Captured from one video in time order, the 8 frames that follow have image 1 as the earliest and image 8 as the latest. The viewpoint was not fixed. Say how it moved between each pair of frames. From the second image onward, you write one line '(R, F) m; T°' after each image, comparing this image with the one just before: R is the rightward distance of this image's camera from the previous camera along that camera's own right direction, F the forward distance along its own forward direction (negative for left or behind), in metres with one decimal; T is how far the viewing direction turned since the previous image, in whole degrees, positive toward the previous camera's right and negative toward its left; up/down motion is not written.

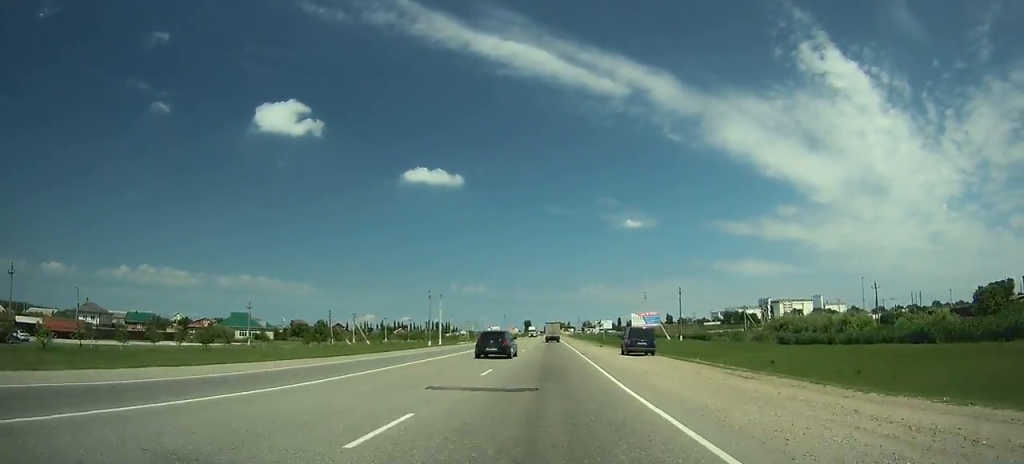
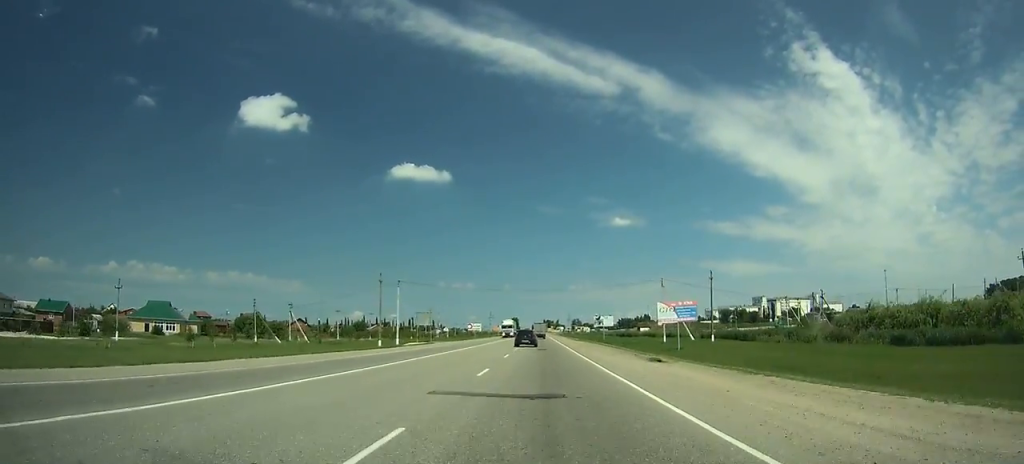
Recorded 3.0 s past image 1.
(+0.6, +36.8) m; +1°
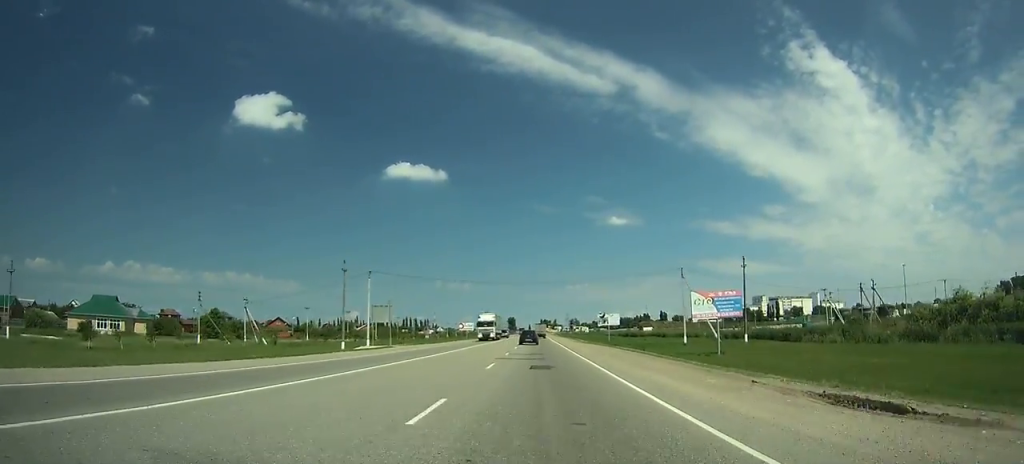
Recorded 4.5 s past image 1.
(0.0, +21.0) m; 0°
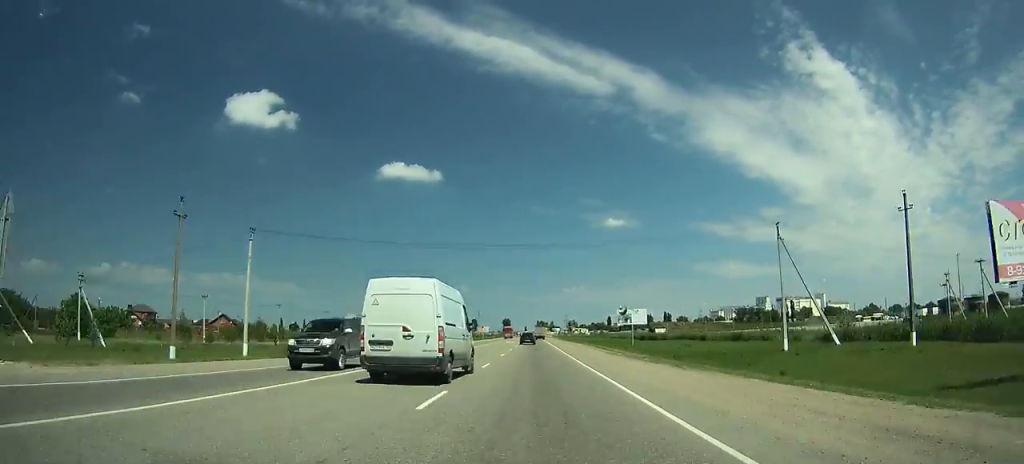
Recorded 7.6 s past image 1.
(+0.1, +46.0) m; 0°
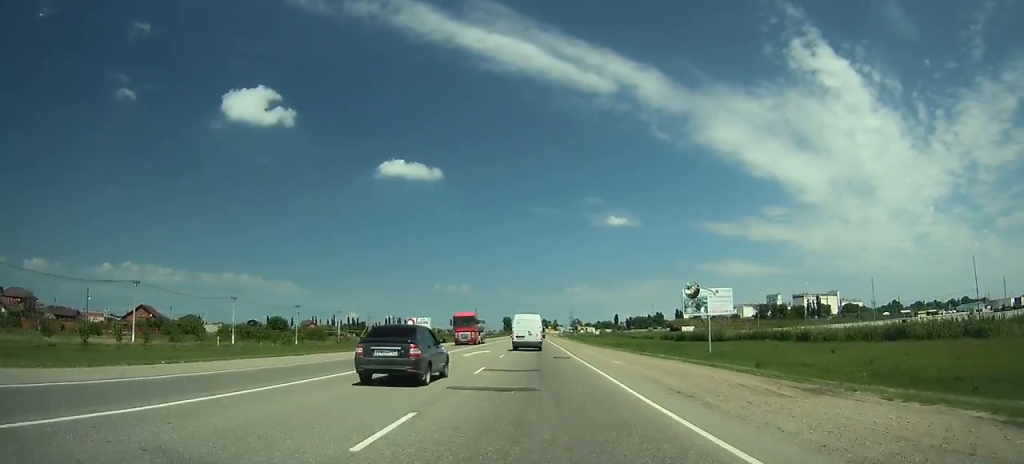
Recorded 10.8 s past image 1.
(+0.1, +51.7) m; 0°
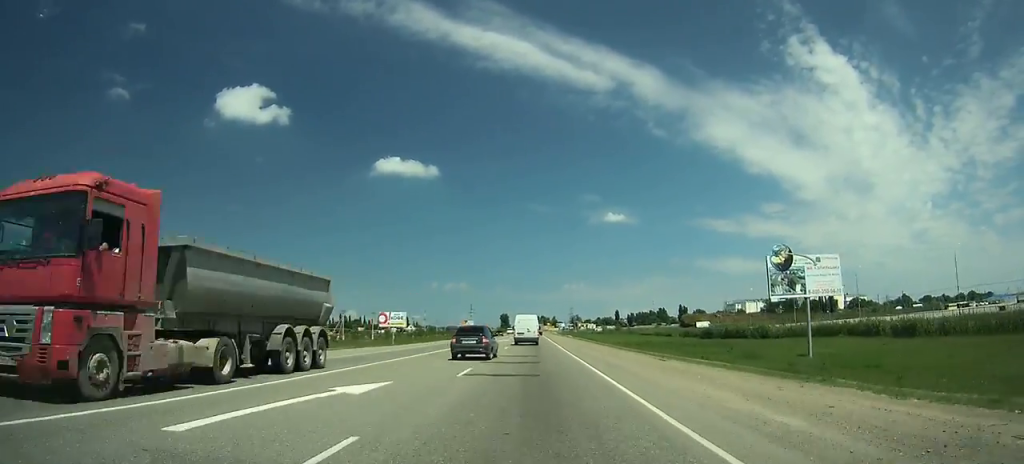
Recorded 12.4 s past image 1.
(+0.1, +26.9) m; 0°
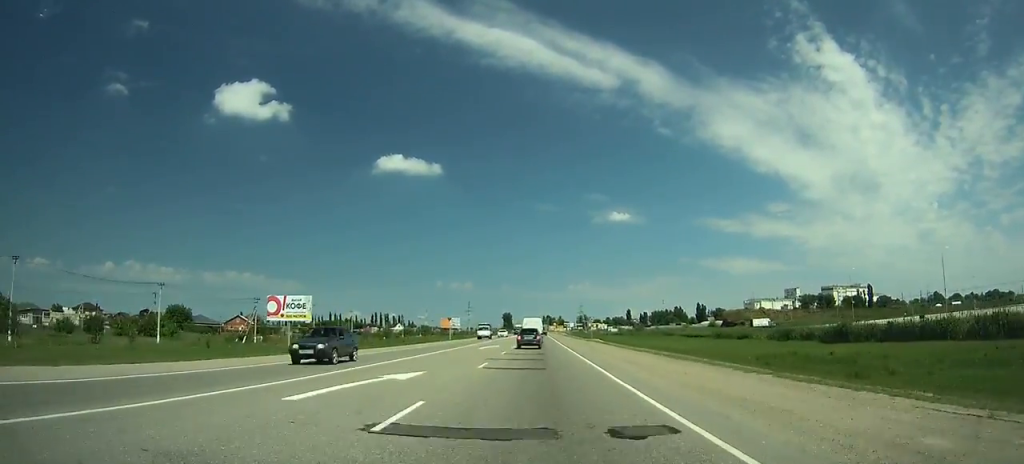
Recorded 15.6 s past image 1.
(-0.4, +56.0) m; 0°
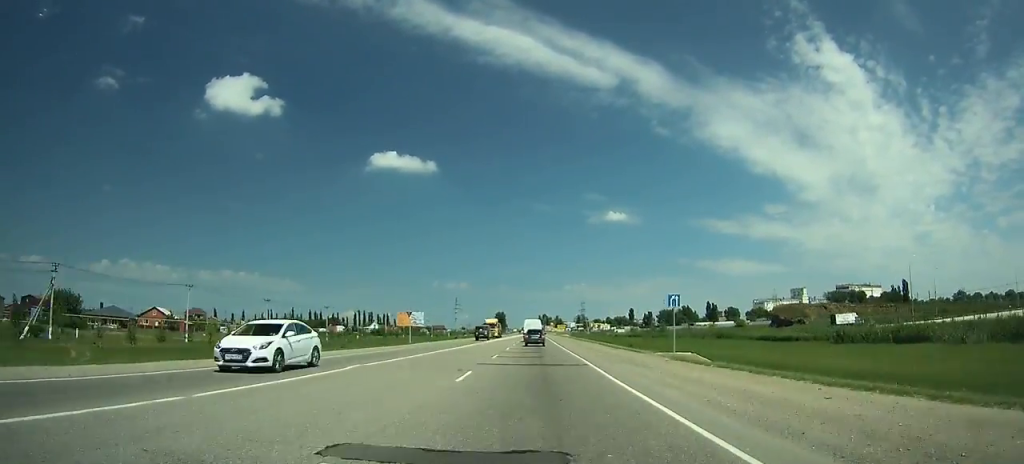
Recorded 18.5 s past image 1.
(0.0, +51.9) m; 0°
